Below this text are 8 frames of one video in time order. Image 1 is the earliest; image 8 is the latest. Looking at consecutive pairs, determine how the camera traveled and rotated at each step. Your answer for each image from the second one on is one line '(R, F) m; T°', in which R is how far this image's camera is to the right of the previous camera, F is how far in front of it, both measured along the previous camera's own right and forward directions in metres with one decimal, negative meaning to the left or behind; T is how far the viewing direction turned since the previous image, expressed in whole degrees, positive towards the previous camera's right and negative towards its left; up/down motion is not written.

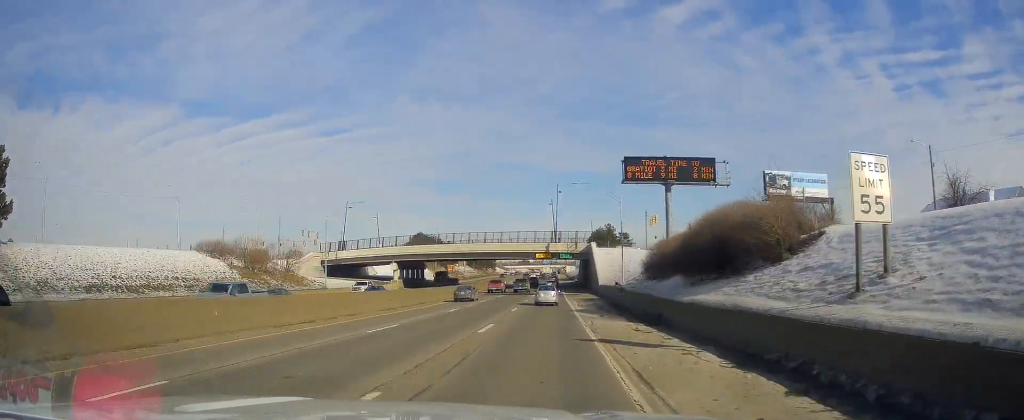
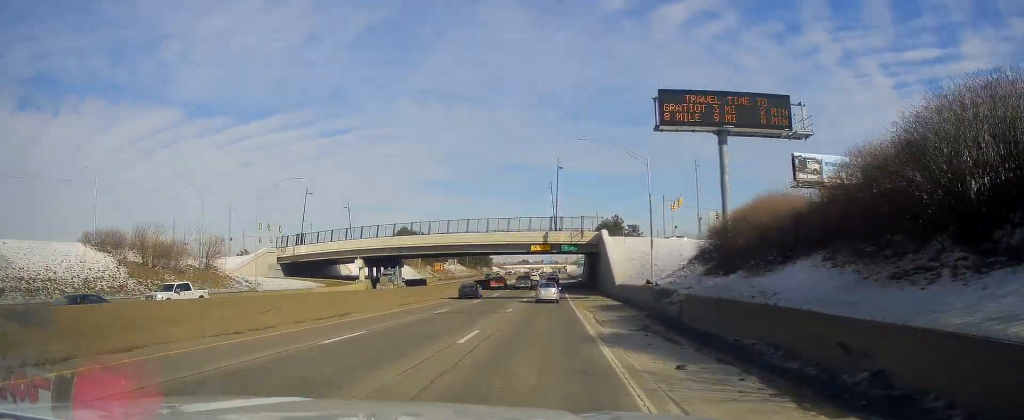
(-0.2, +19.5) m; -1°
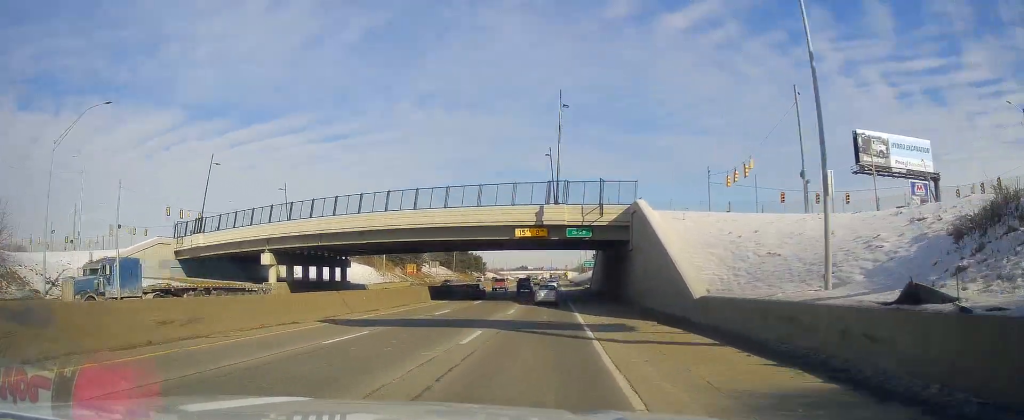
(+0.1, +29.7) m; 0°
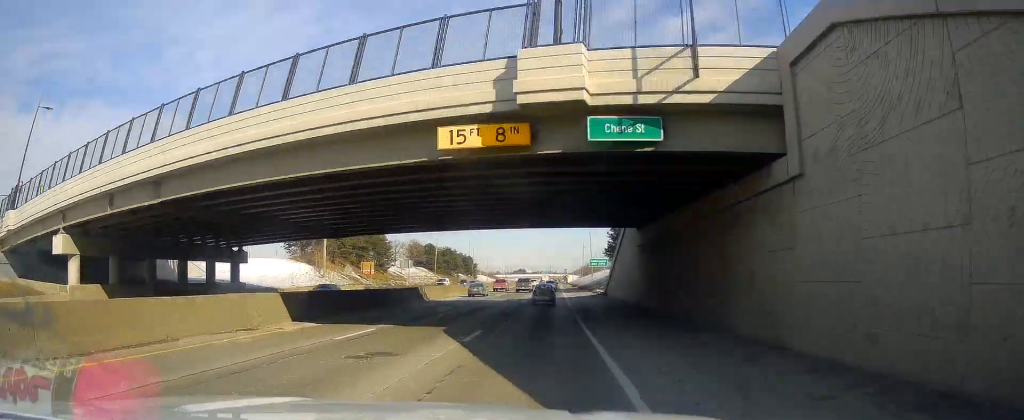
(0.0, +29.5) m; 0°
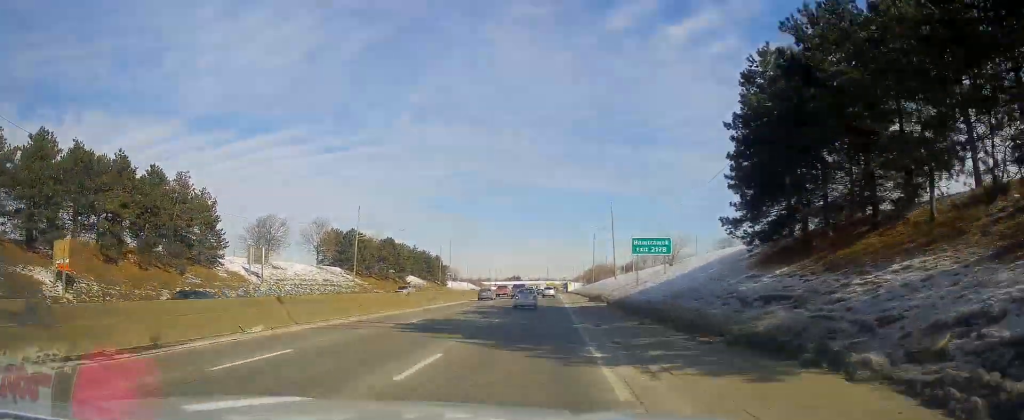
(+0.6, +68.6) m; 0°
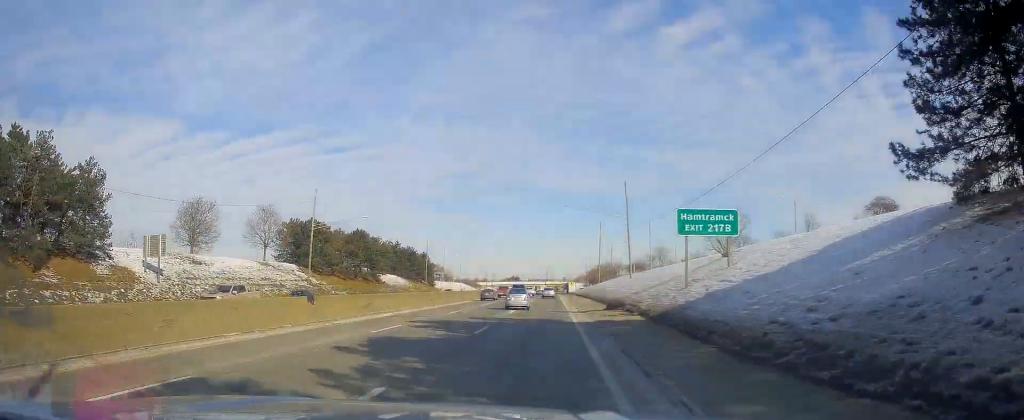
(-0.4, +19.7) m; 0°
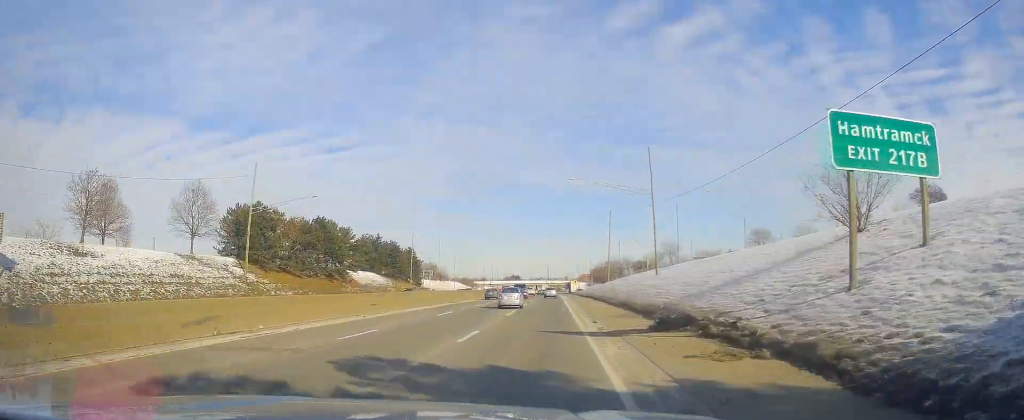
(-0.1, +18.8) m; 0°
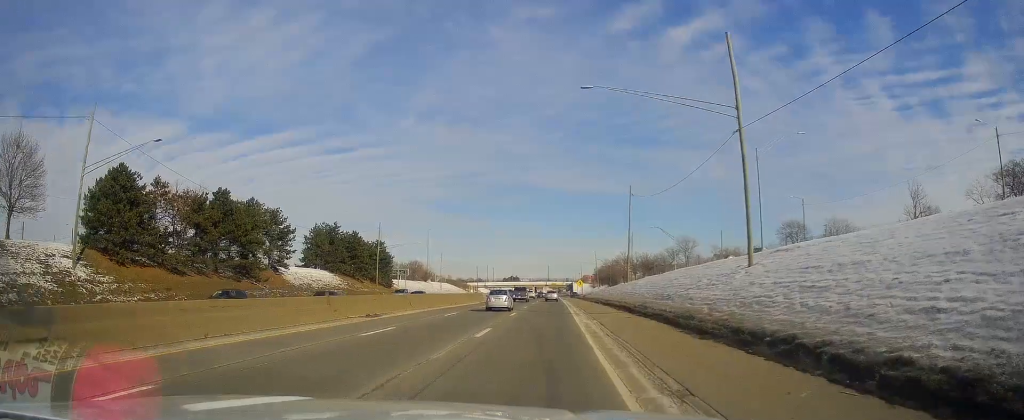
(+0.1, +27.9) m; 0°
